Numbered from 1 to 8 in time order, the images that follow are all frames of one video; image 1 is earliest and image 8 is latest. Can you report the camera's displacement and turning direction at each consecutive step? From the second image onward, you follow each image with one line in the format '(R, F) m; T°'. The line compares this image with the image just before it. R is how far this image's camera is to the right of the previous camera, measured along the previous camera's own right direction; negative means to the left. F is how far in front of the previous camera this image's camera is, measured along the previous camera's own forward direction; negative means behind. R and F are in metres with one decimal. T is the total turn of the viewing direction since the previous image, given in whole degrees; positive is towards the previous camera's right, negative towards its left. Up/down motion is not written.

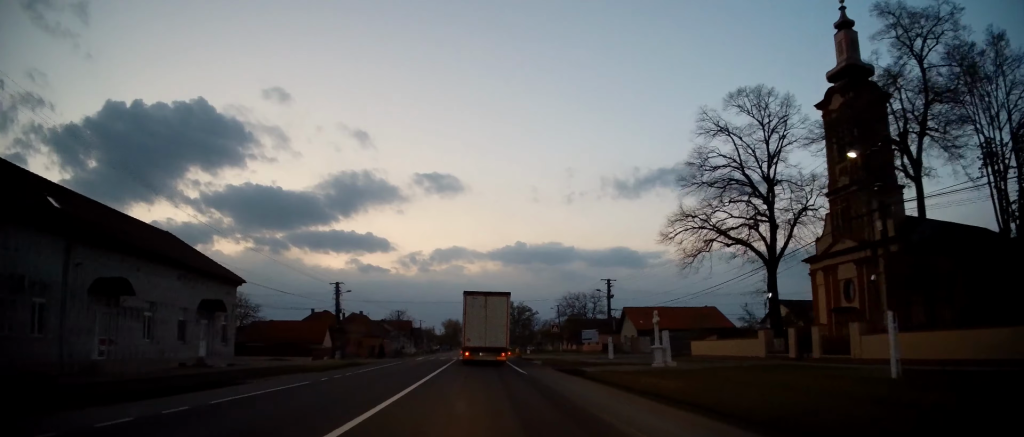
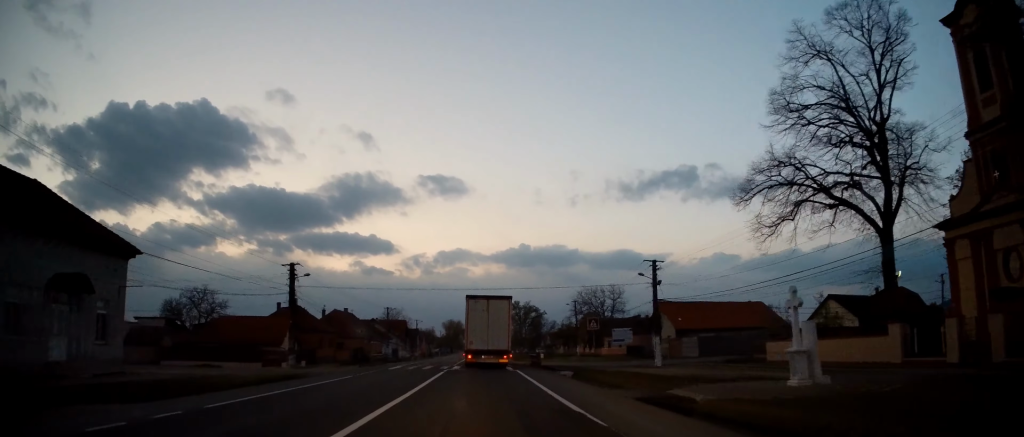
(0.0, +14.4) m; -1°
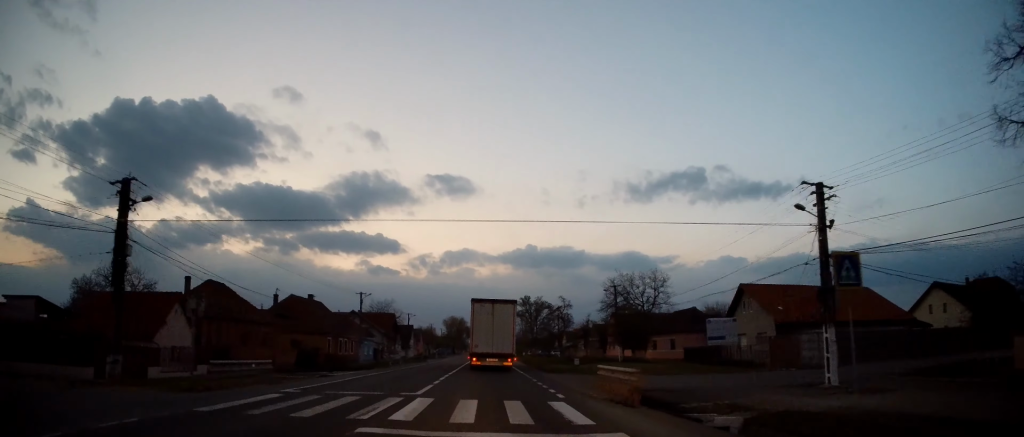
(-0.3, +21.7) m; -1°
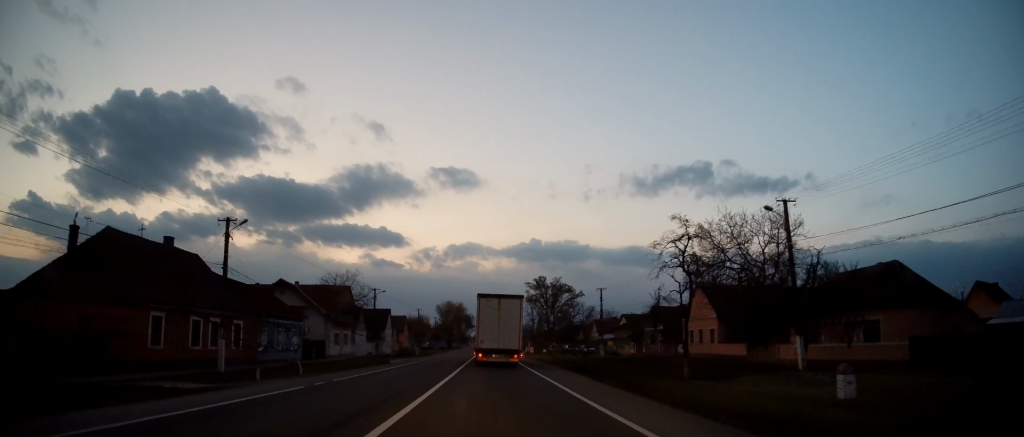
(+0.4, +32.6) m; 0°
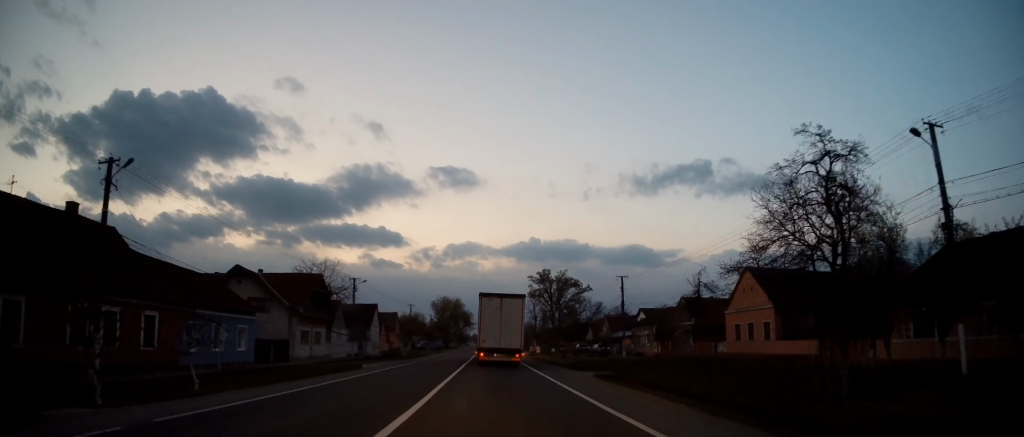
(0.0, +10.1) m; 0°
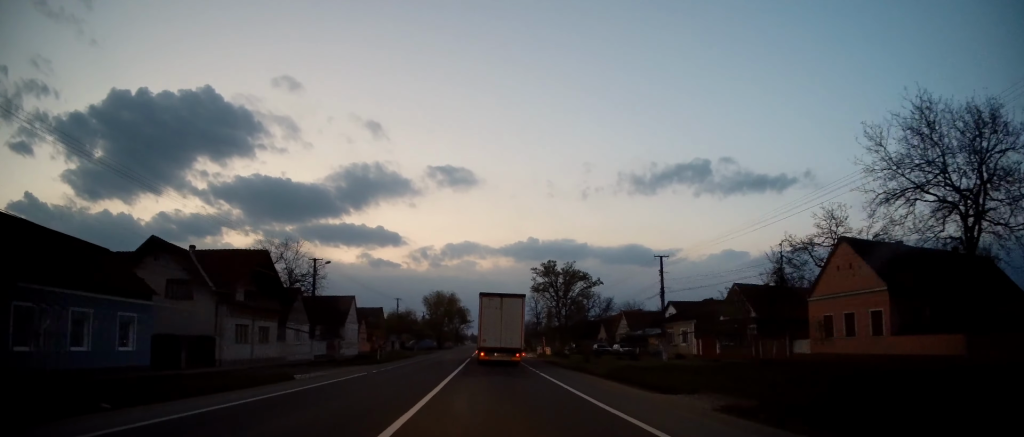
(-0.4, +12.6) m; 0°
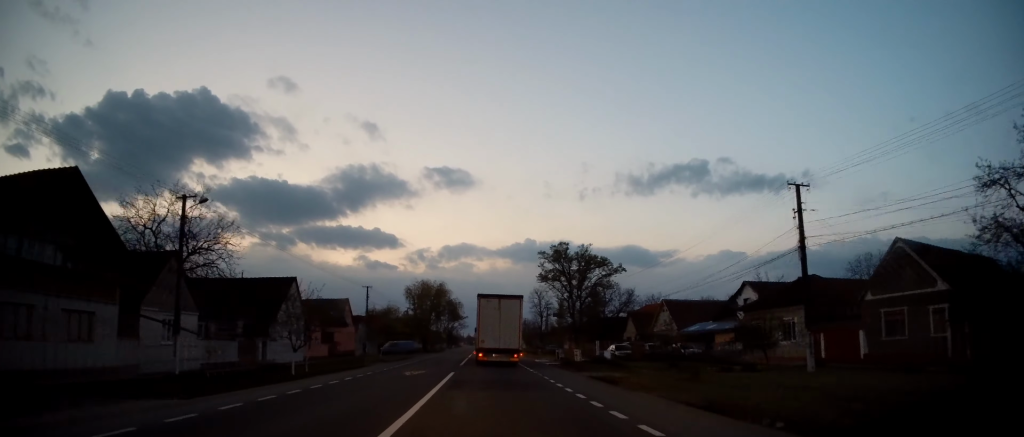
(+0.5, +19.6) m; +1°
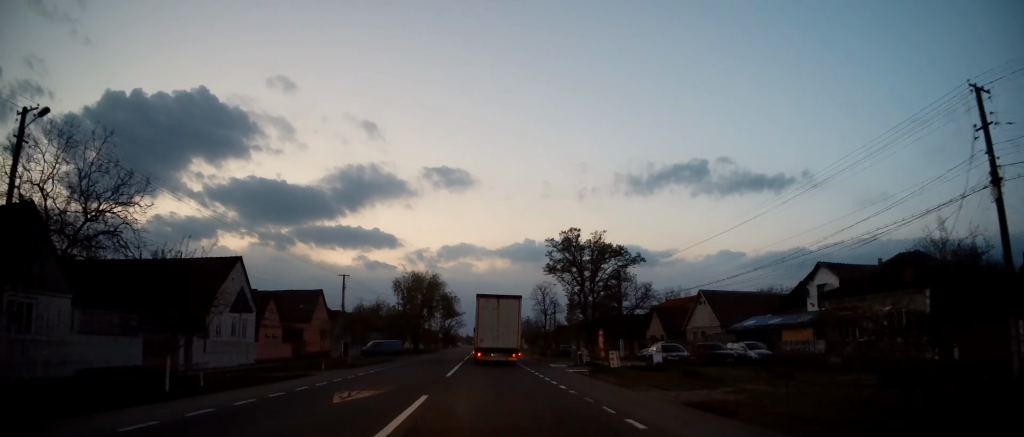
(-0.1, +10.7) m; 0°
